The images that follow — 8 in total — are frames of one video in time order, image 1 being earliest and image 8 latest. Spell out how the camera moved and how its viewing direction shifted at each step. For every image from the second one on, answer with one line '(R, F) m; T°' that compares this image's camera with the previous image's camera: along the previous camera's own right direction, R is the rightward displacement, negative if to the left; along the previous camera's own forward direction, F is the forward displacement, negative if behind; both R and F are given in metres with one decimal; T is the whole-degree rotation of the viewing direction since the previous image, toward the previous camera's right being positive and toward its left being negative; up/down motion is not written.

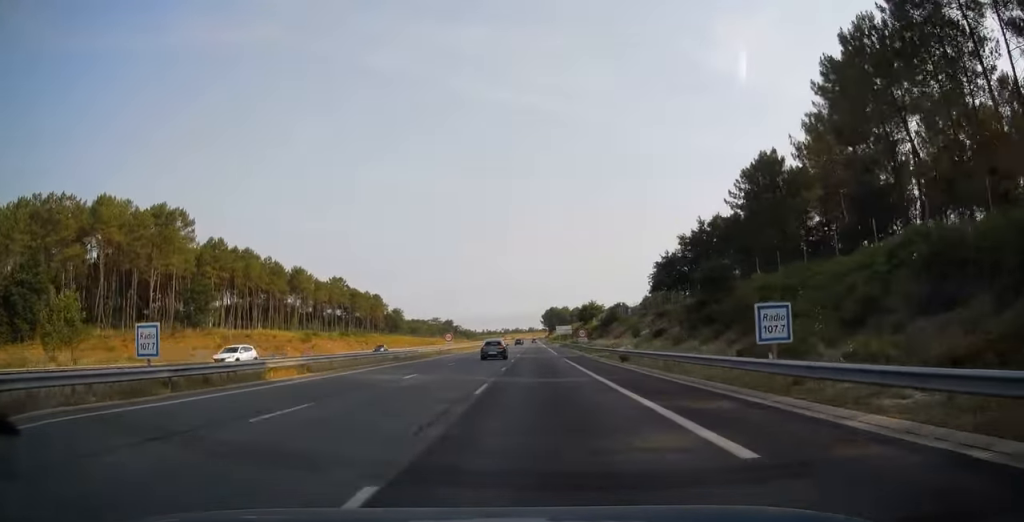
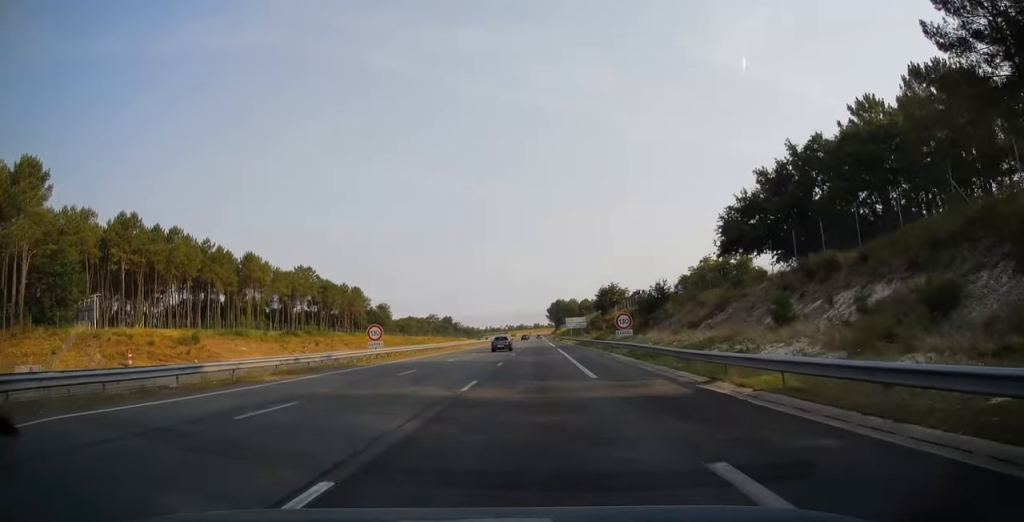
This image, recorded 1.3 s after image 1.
(0.0, +38.9) m; 0°
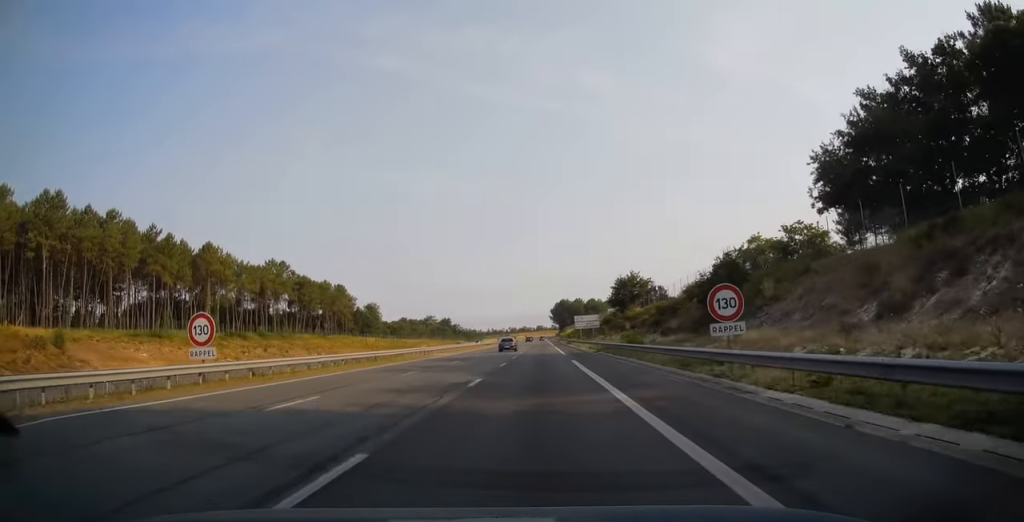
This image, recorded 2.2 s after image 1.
(0.0, +24.7) m; 0°
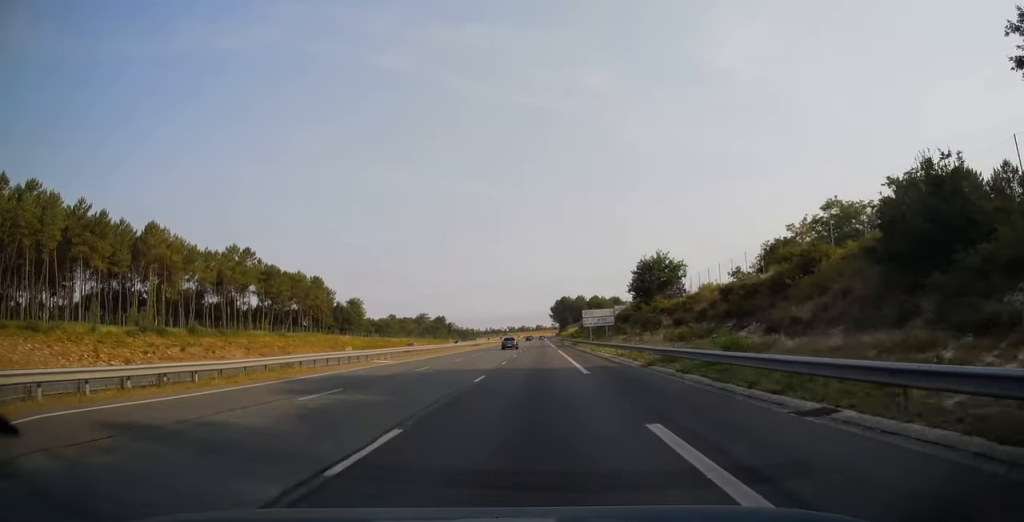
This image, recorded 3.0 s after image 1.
(0.0, +24.2) m; 0°
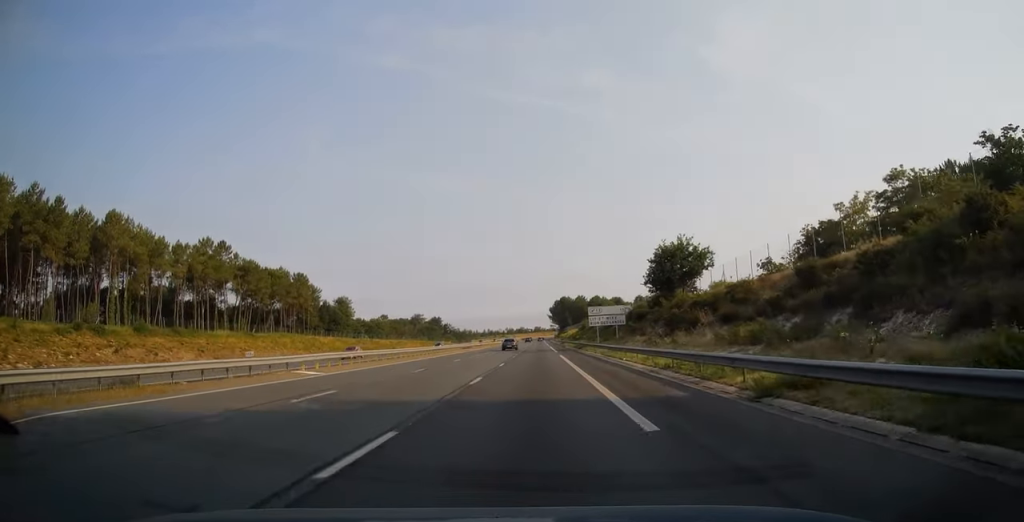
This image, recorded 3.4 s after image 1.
(0.0, +13.3) m; 0°
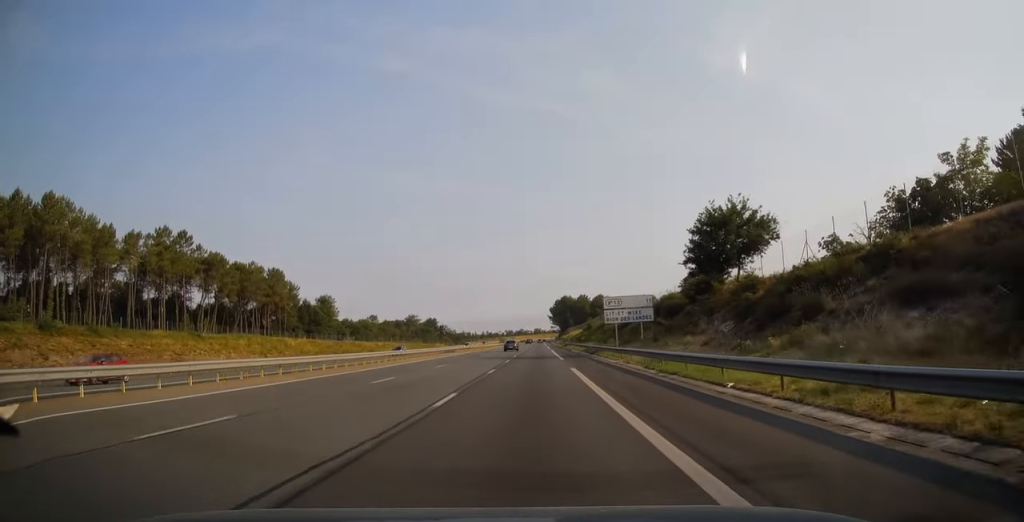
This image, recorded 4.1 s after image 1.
(0.0, +18.6) m; 0°
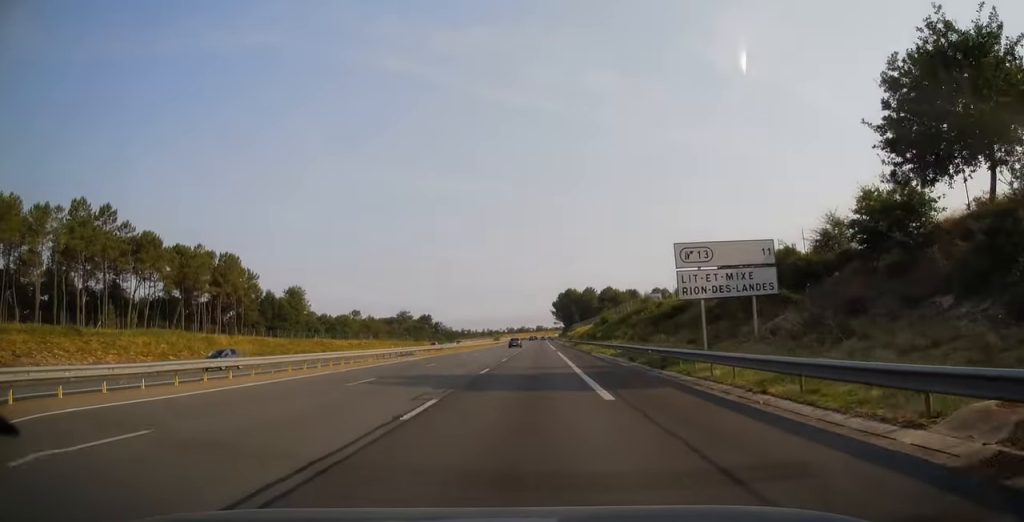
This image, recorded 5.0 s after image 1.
(0.0, +29.0) m; 0°
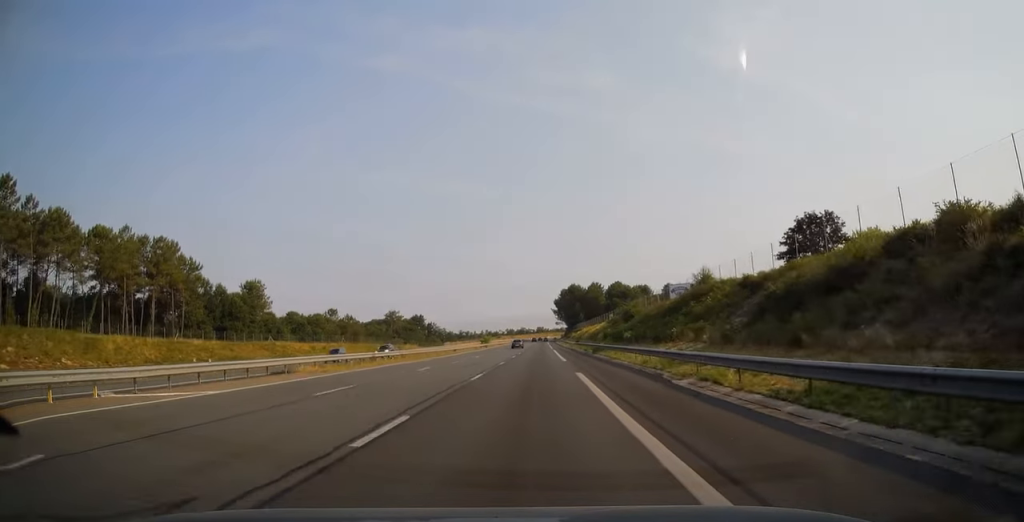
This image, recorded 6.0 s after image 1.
(0.0, +28.6) m; 0°
